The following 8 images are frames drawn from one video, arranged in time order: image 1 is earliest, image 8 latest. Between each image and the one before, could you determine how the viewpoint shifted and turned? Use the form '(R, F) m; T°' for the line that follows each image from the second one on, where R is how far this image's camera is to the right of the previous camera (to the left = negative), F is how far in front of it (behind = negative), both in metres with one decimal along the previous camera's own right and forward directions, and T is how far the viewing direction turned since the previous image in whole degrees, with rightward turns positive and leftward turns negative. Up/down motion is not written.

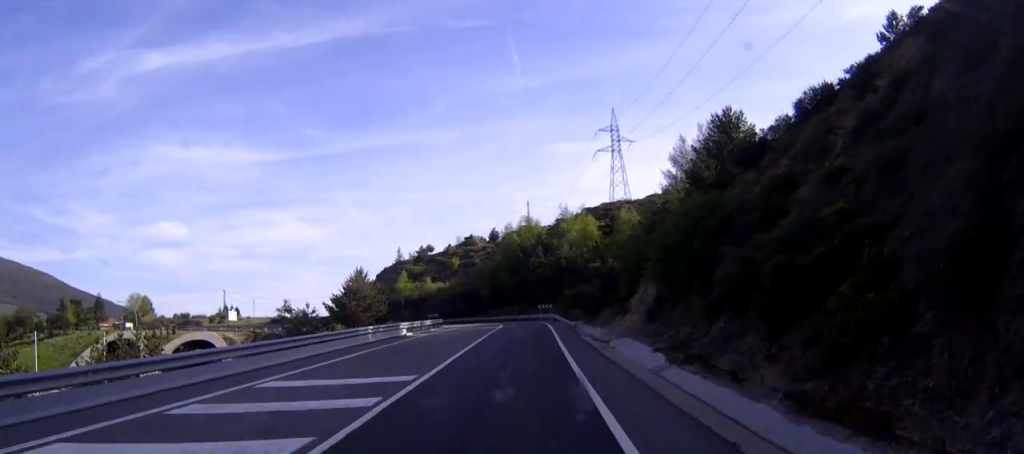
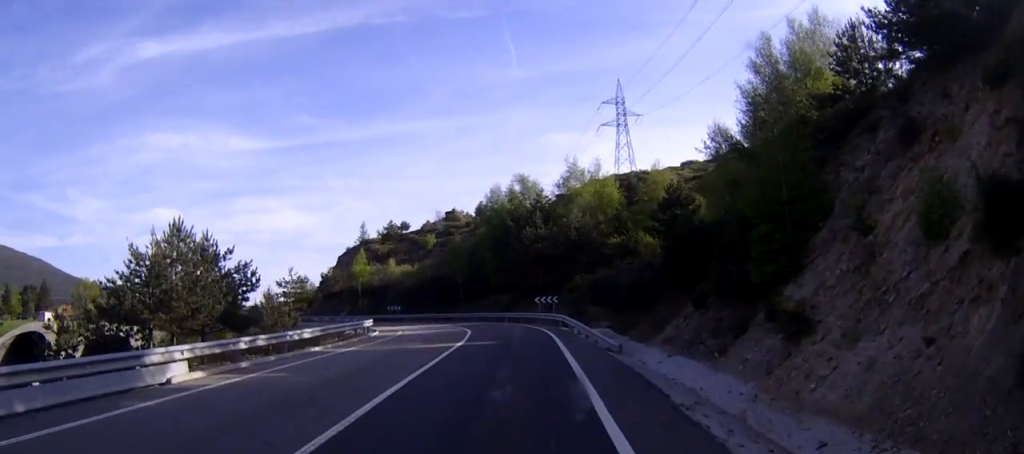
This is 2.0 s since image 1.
(+0.1, +26.3) m; 0°
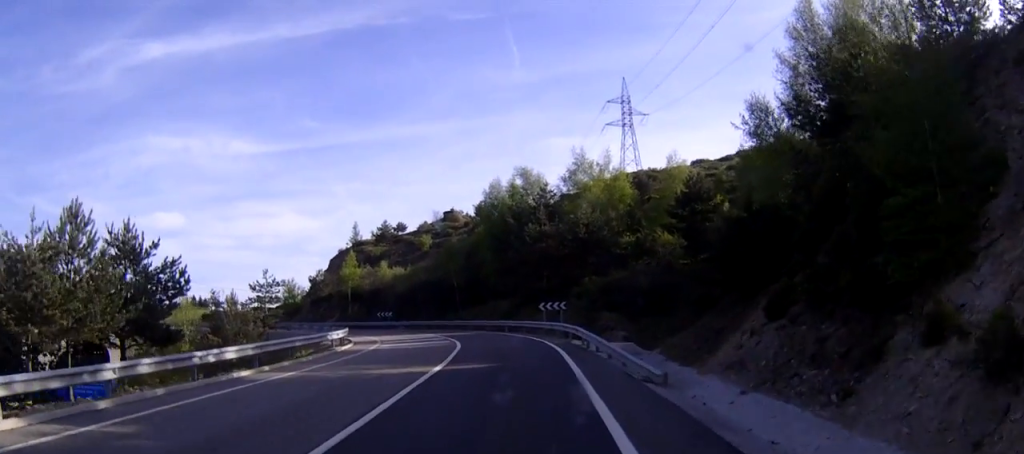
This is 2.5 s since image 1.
(0.0, +6.7) m; -1°
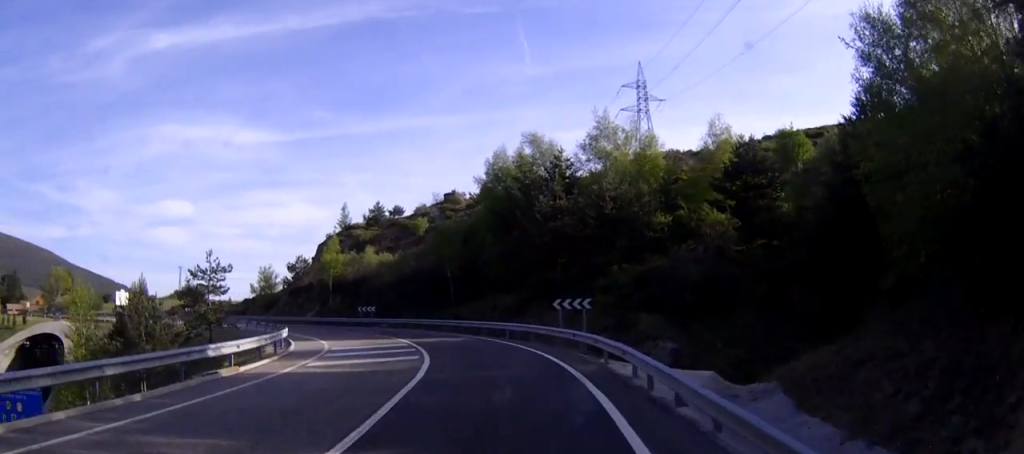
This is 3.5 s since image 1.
(-0.2, +11.6) m; -3°
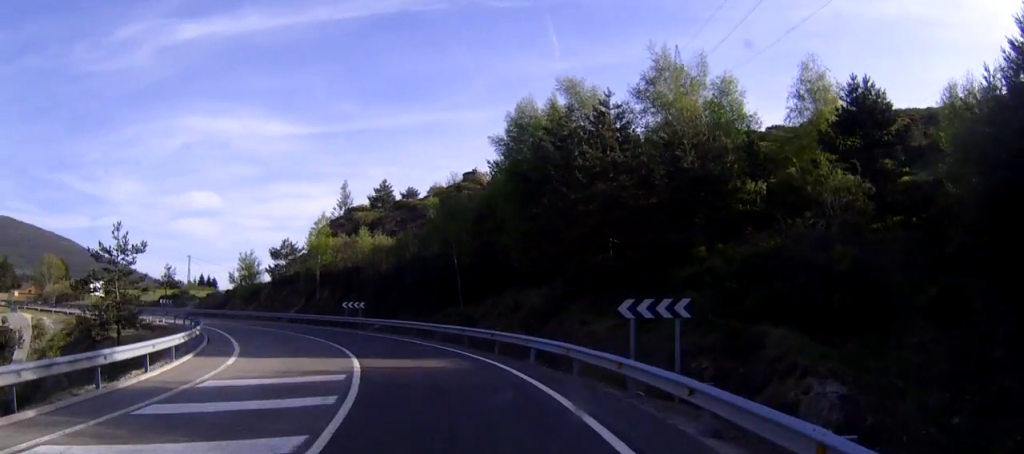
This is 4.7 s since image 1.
(-0.7, +13.4) m; -7°
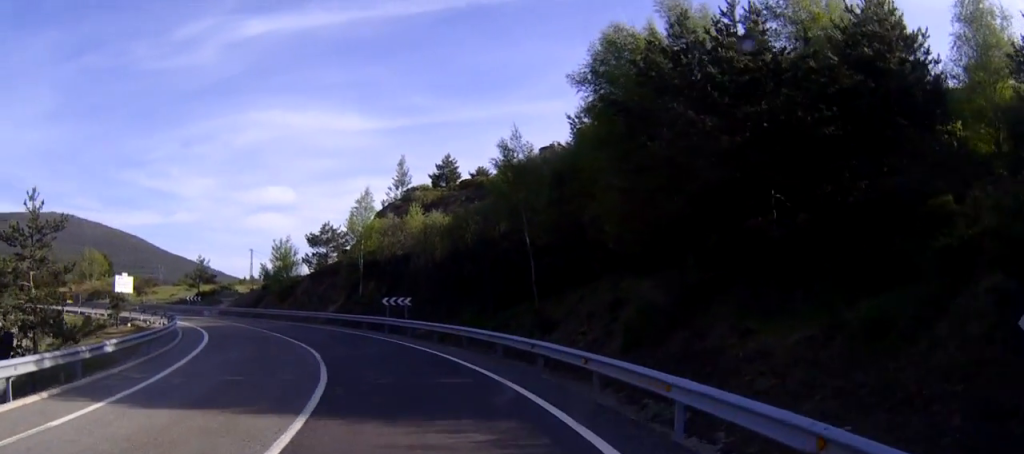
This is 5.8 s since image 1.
(-0.7, +11.1) m; -8°
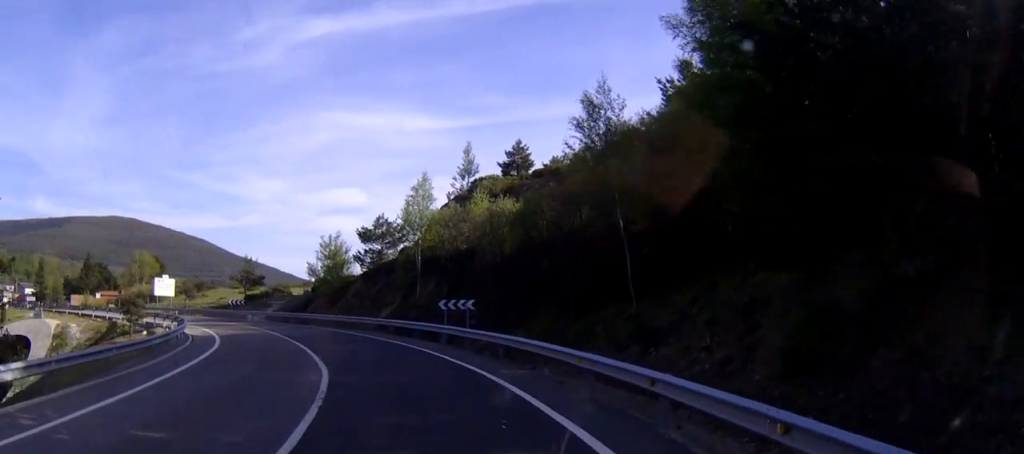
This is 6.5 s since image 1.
(-0.3, +6.8) m; -5°
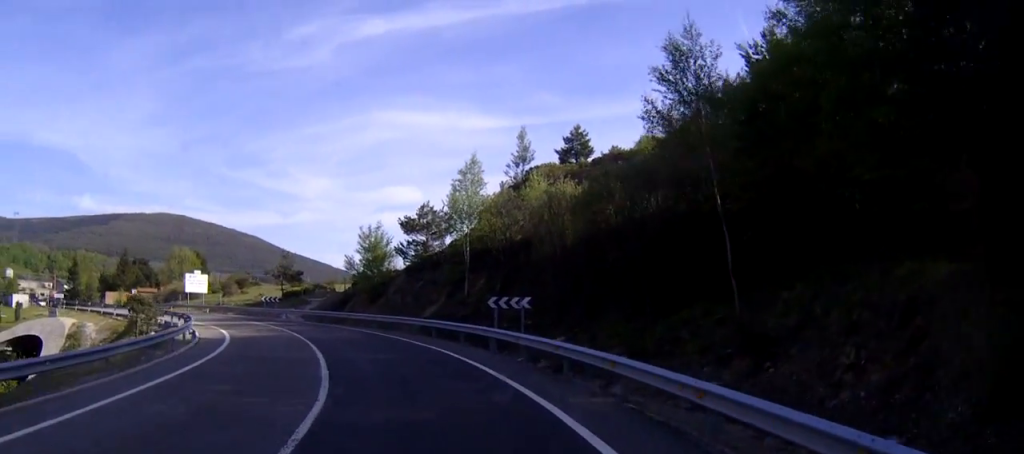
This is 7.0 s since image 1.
(-0.3, +5.0) m; -3°
